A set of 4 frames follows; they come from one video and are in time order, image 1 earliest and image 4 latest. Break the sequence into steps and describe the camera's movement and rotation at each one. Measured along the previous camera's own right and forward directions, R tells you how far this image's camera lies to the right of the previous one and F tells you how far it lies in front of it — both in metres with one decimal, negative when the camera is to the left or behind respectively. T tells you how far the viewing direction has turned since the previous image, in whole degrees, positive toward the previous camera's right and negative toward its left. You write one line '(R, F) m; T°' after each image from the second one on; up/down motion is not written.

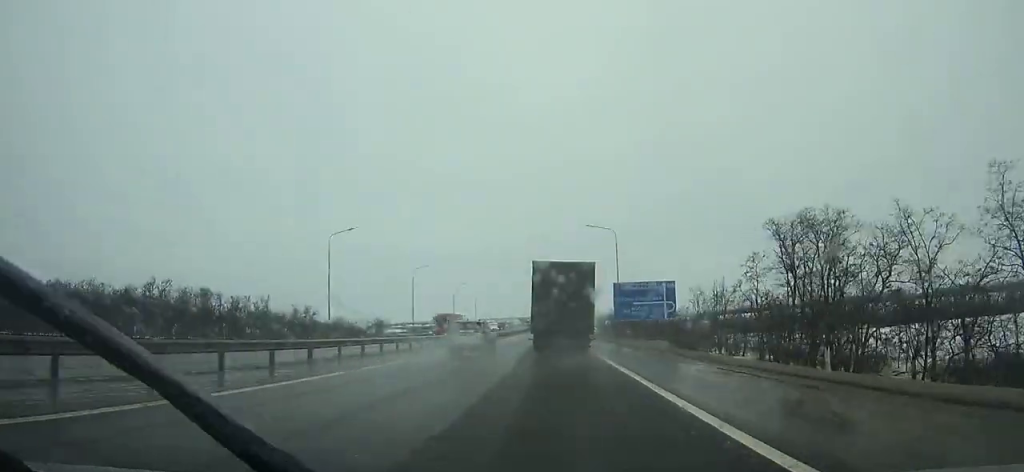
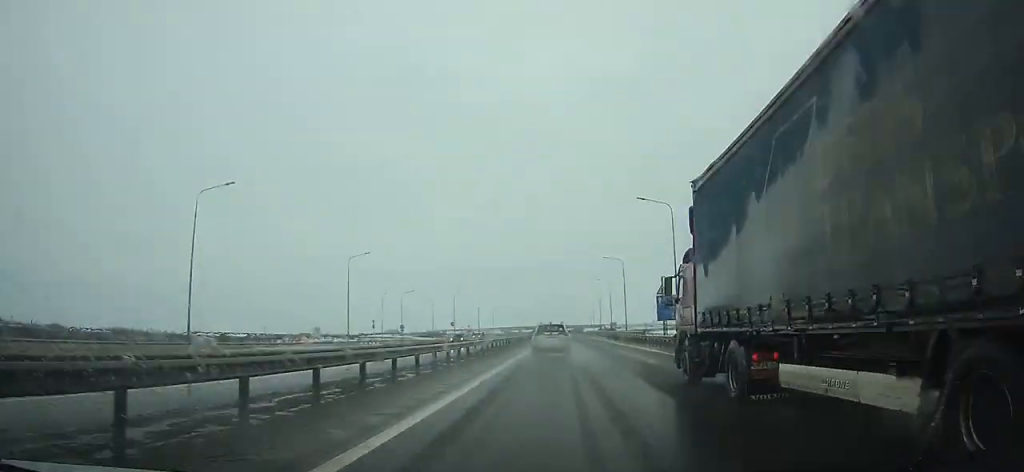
(-1.2, +334.5) m; 0°
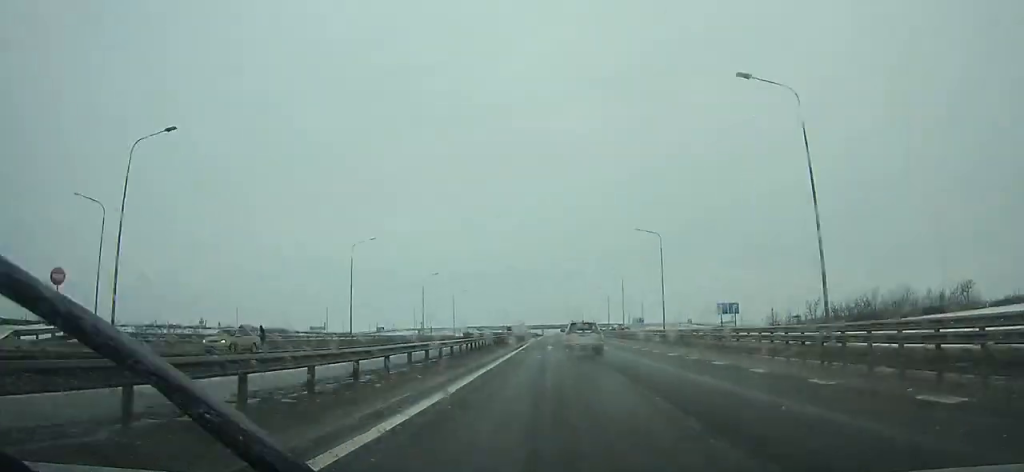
(+0.5, +104.3) m; +1°
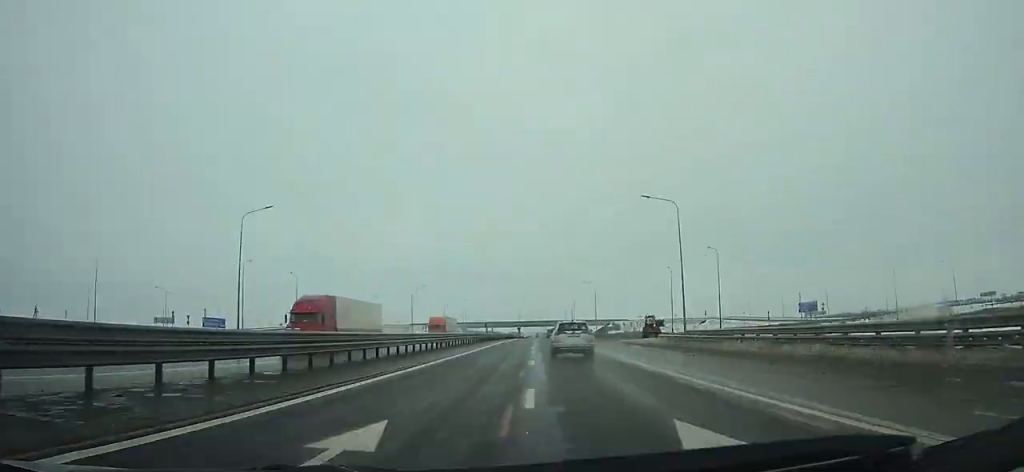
(+0.8, +94.0) m; 0°
